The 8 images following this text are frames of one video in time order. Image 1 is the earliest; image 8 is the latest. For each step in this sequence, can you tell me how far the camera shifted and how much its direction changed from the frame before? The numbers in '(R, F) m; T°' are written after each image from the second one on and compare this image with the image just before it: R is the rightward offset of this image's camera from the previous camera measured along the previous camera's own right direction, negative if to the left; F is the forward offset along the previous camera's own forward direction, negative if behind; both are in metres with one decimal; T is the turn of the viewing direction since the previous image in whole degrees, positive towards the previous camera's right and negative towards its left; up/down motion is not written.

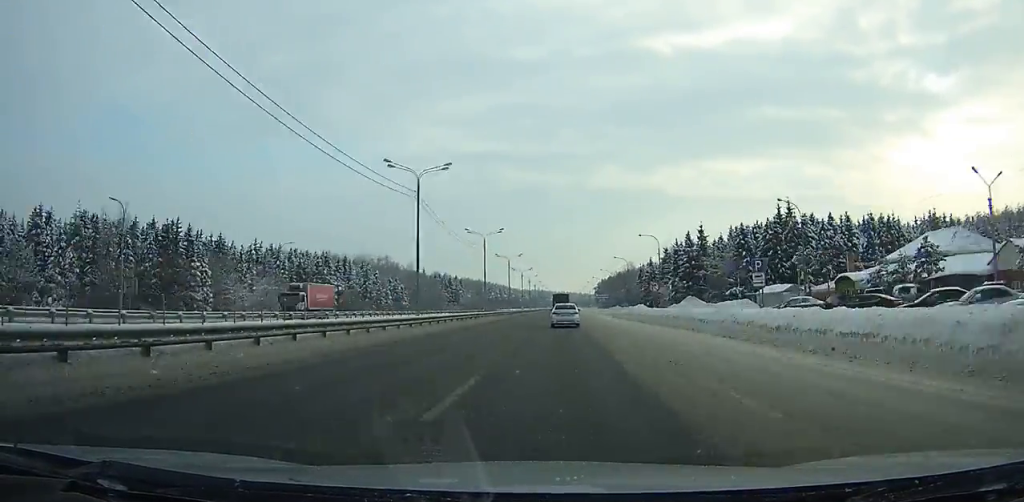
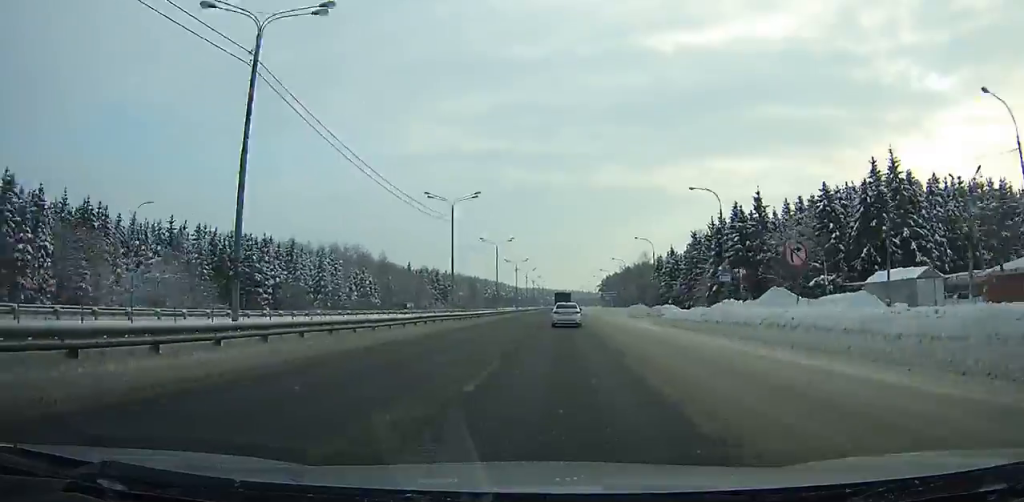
(0.0, +30.1) m; 0°
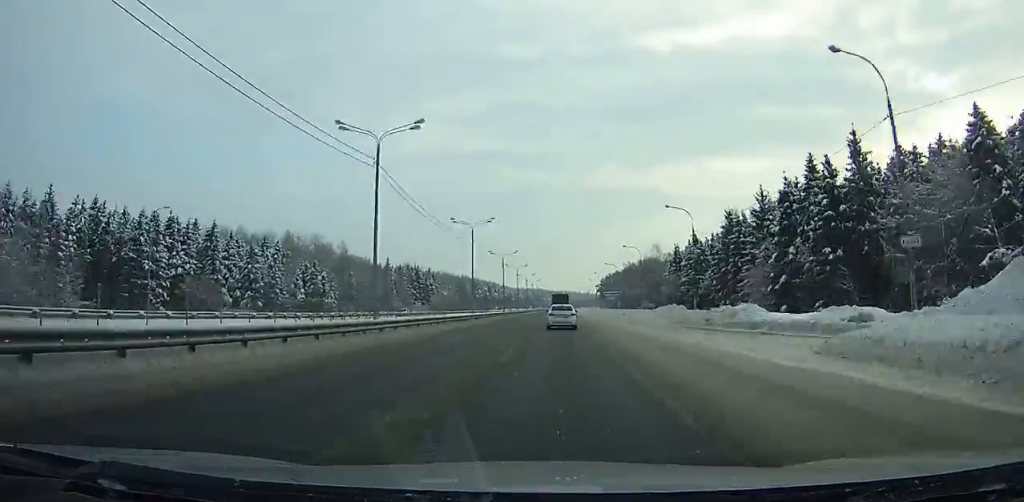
(+0.1, +28.1) m; 0°
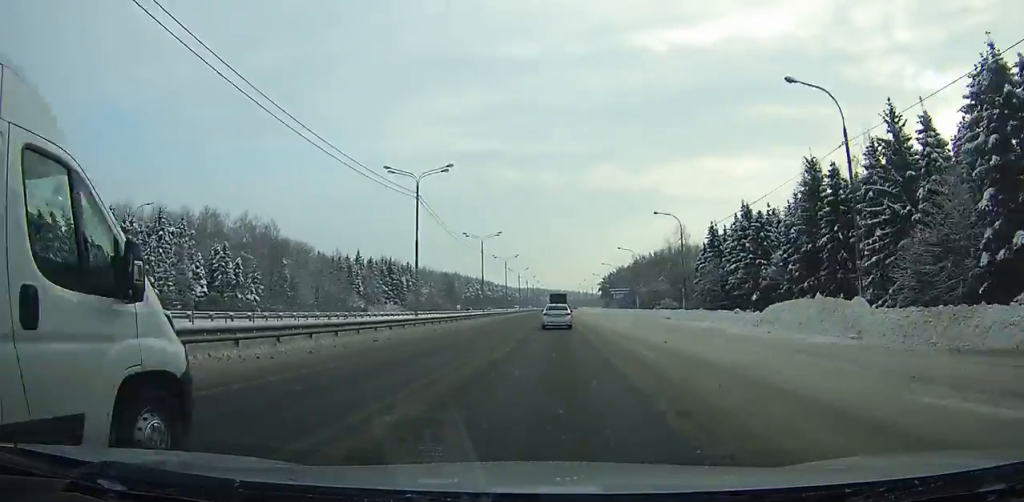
(0.0, +32.0) m; 0°
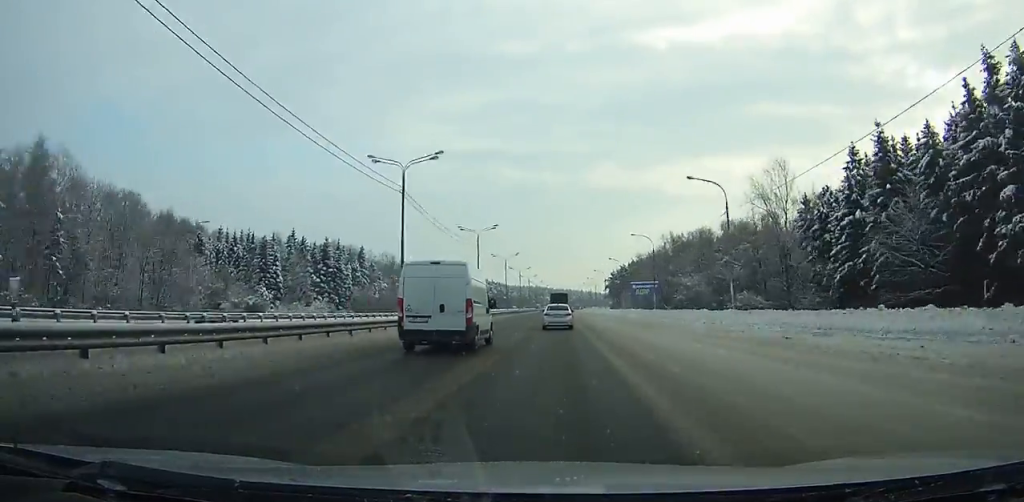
(-0.1, +52.0) m; 0°
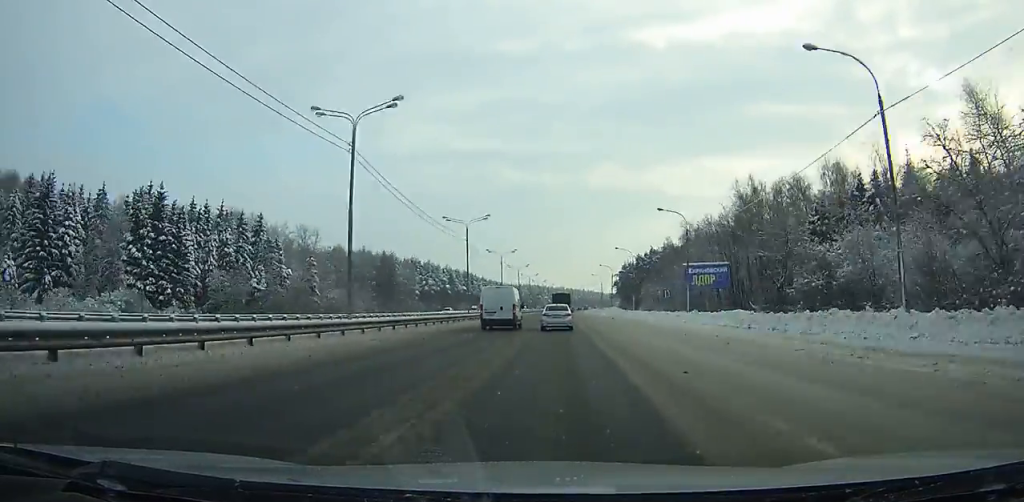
(+0.1, +55.9) m; 0°
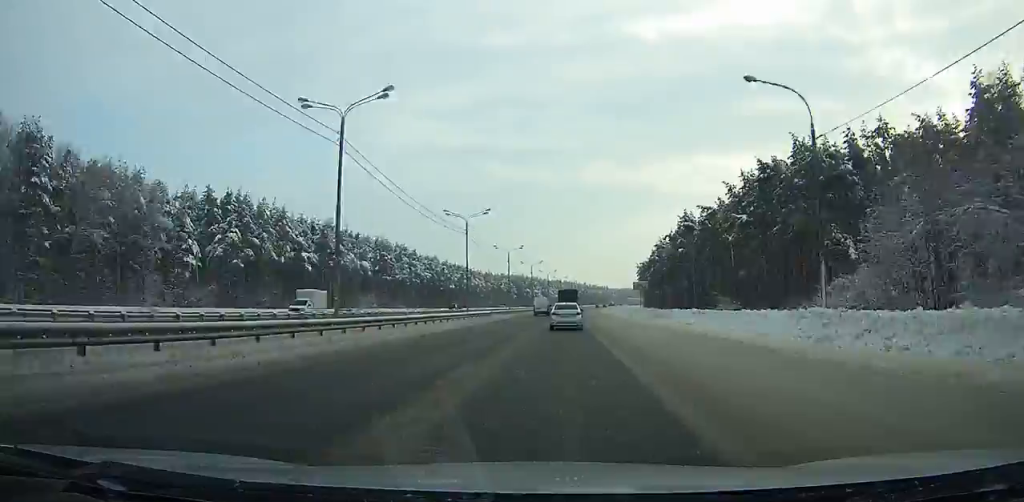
(+0.8, +136.0) m; +1°
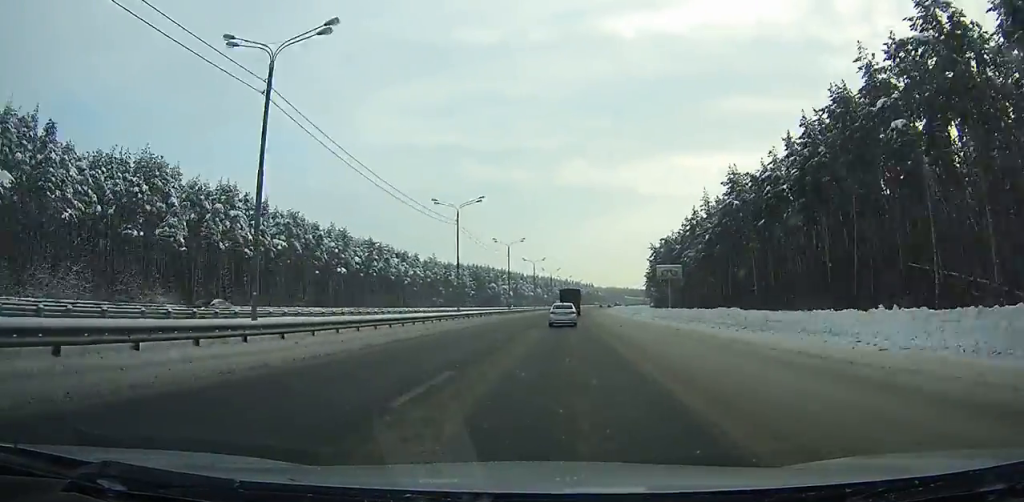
(+0.8, +98.3) m; +2°
